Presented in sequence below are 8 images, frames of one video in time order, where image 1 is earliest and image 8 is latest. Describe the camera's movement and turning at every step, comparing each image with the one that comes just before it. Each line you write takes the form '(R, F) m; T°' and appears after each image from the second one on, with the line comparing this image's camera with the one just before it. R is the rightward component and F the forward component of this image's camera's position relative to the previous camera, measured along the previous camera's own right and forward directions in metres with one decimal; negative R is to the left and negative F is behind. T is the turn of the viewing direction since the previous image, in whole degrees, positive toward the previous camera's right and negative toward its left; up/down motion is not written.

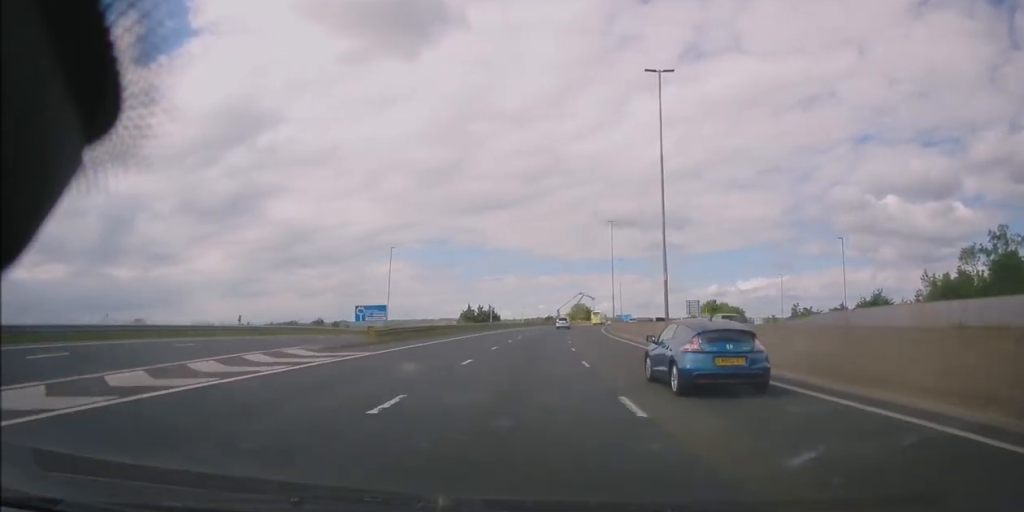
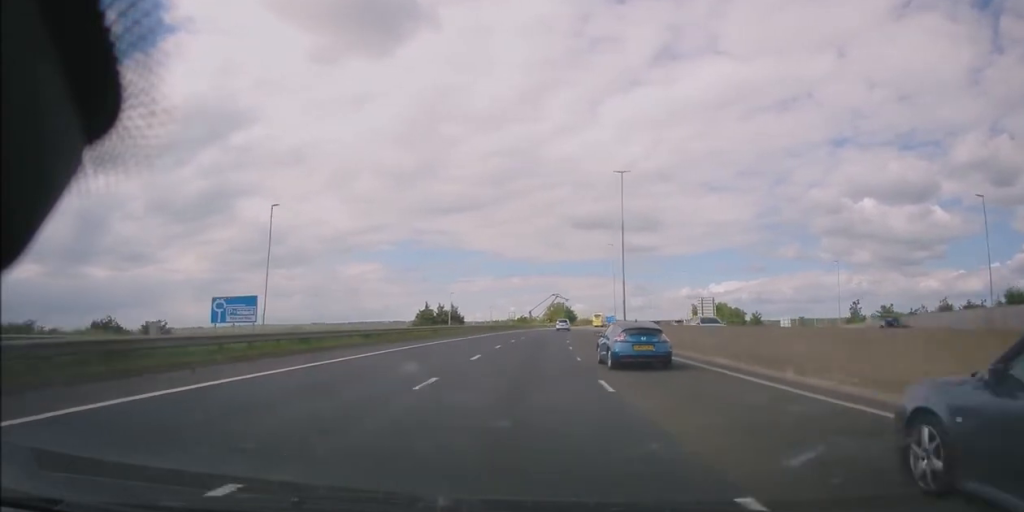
(+0.4, +32.7) m; +2°
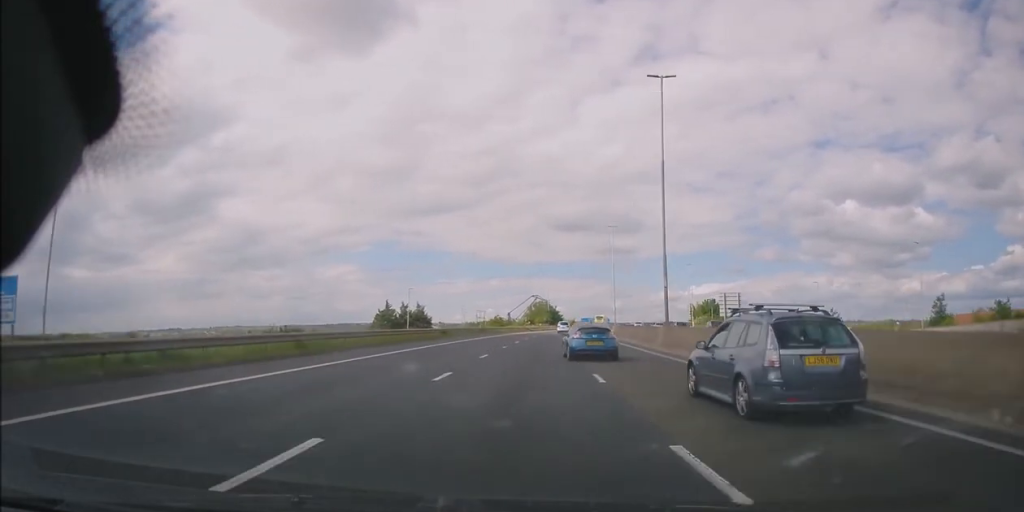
(+0.7, +25.2) m; +2°
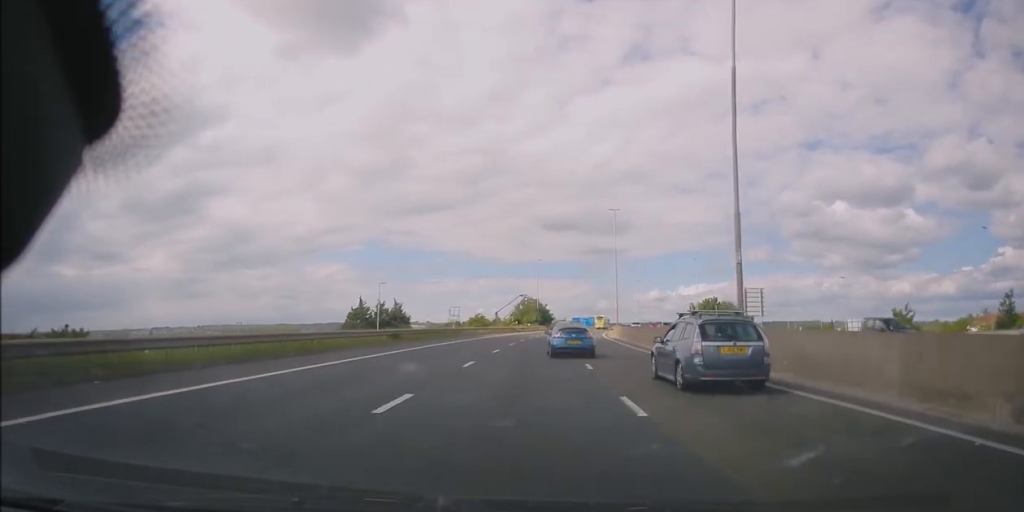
(0.0, +13.7) m; +1°
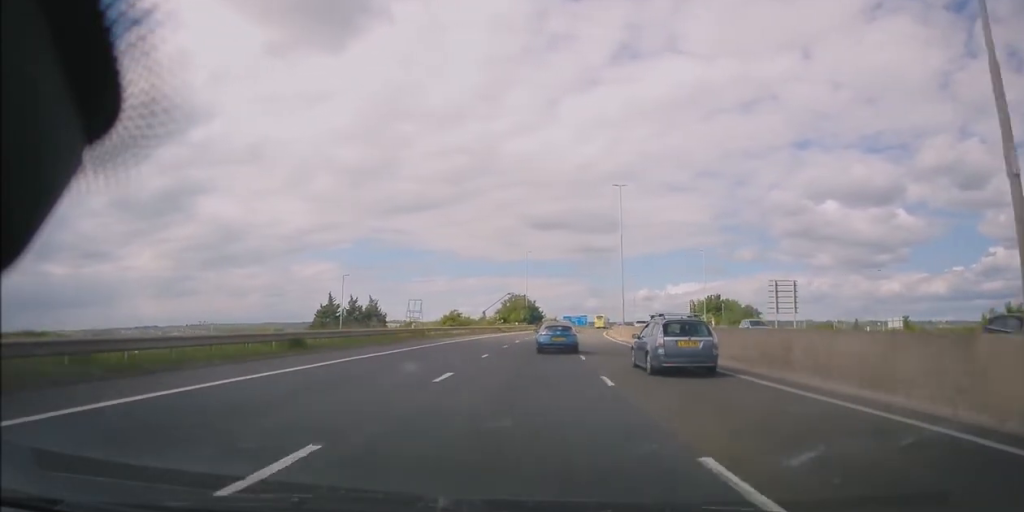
(0.0, +13.7) m; +1°
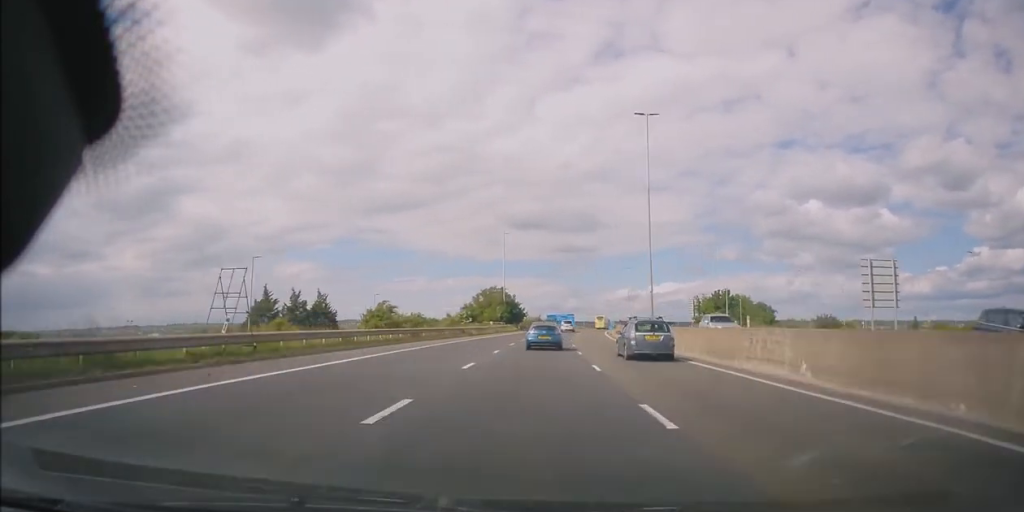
(+0.6, +23.3) m; +2°
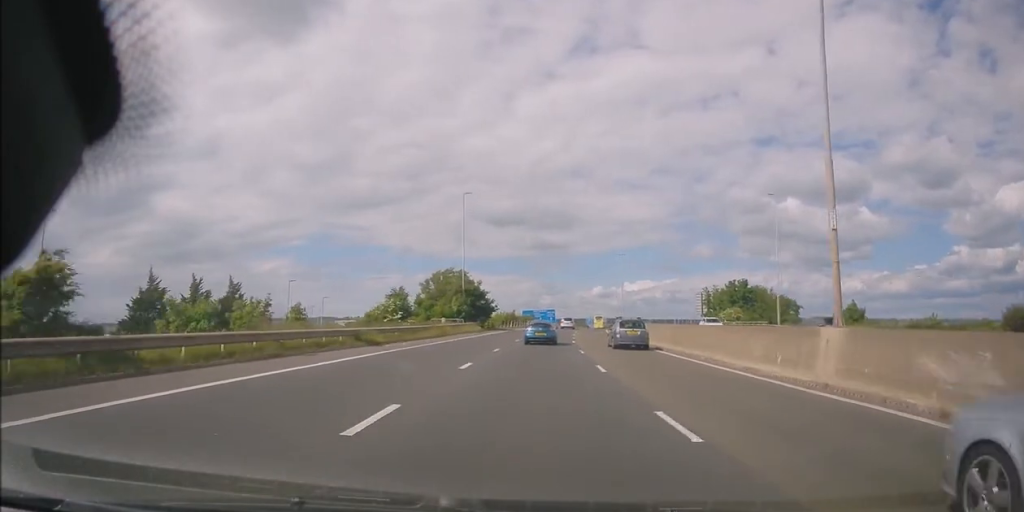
(+0.5, +27.8) m; +3°
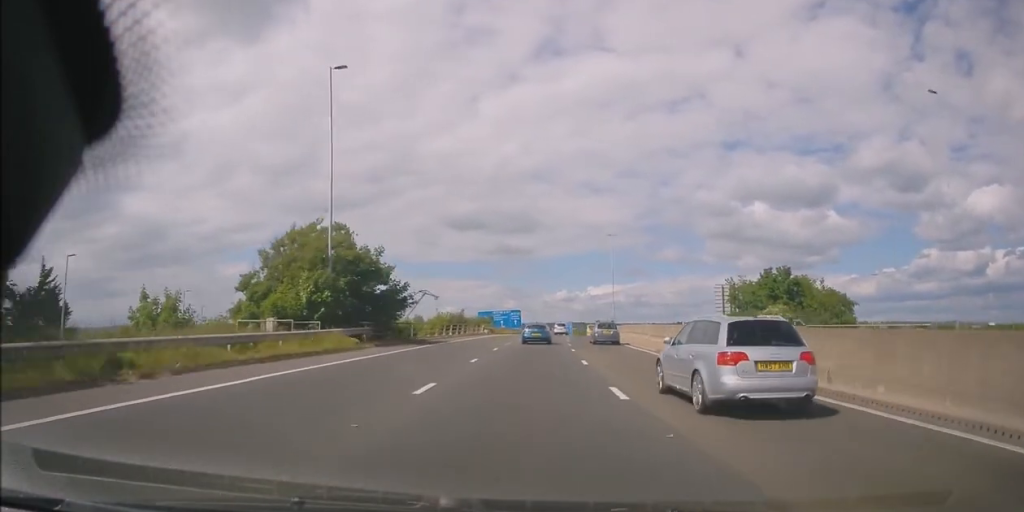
(+1.1, +35.2) m; +2°
